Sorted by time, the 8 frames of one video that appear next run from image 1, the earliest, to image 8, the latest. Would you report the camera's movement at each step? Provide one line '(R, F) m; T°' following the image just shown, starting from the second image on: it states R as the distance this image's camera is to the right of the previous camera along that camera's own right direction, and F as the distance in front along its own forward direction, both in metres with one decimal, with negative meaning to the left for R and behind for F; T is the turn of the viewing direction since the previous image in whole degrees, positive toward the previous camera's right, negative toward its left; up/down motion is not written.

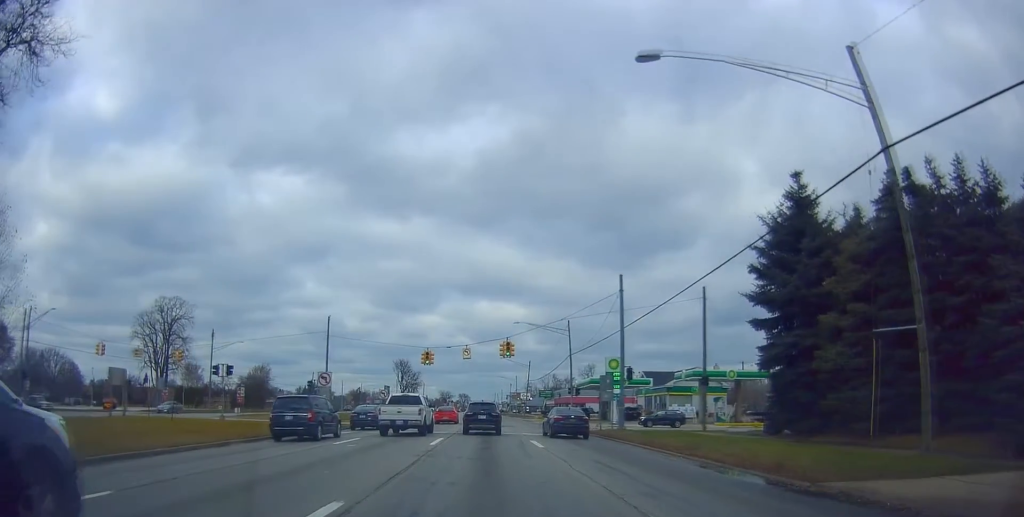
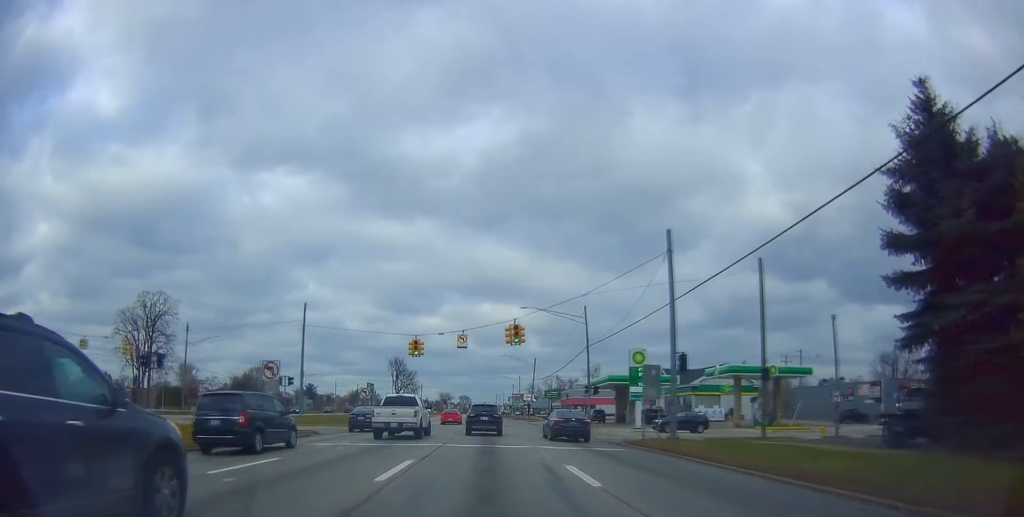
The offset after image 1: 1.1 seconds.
(-0.4, +9.8) m; 0°
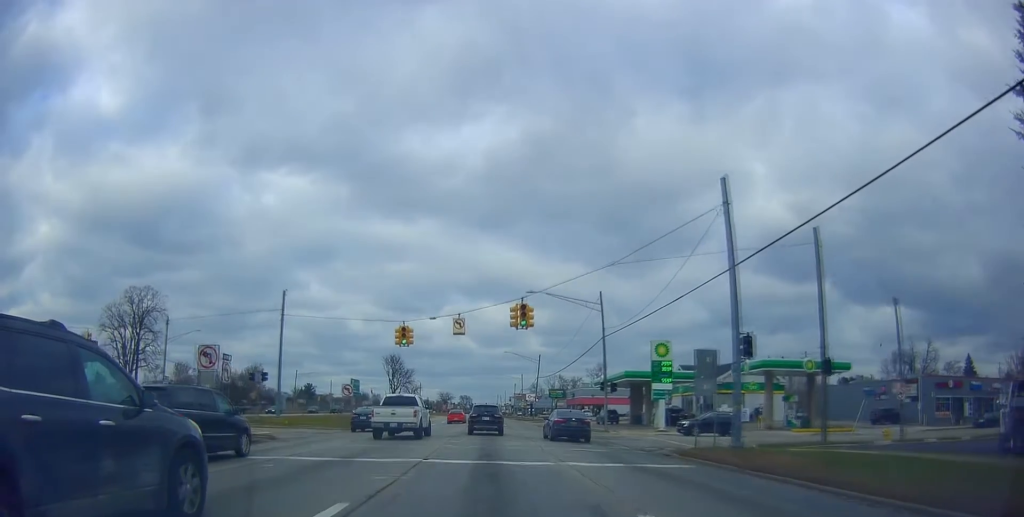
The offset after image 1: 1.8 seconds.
(+0.2, +6.6) m; +2°
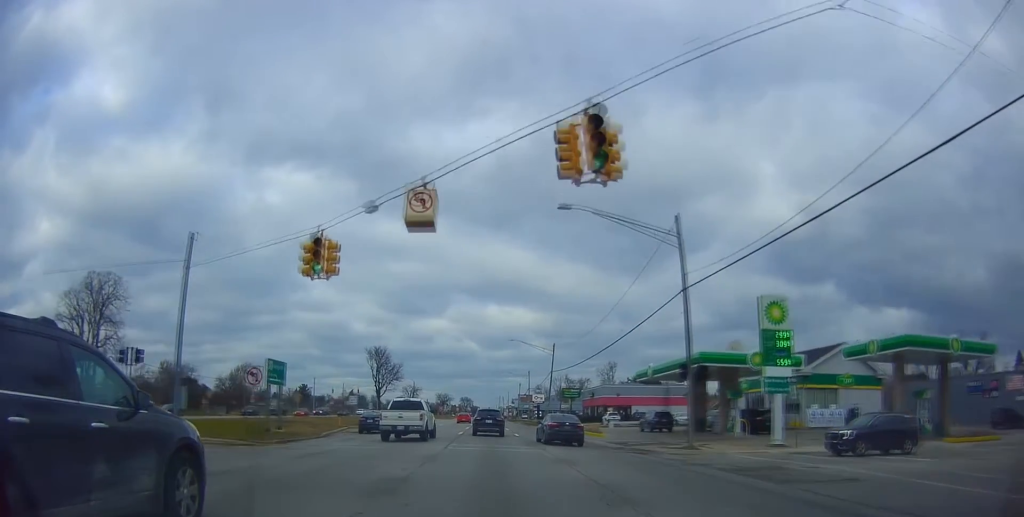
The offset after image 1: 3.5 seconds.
(+0.3, +18.0) m; +1°
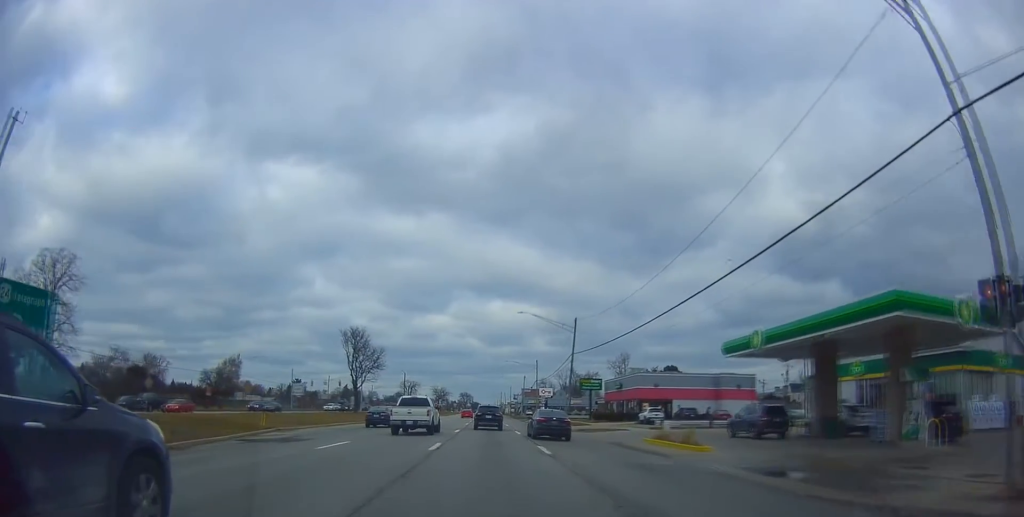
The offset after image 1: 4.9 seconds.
(0.0, +18.5) m; -2°
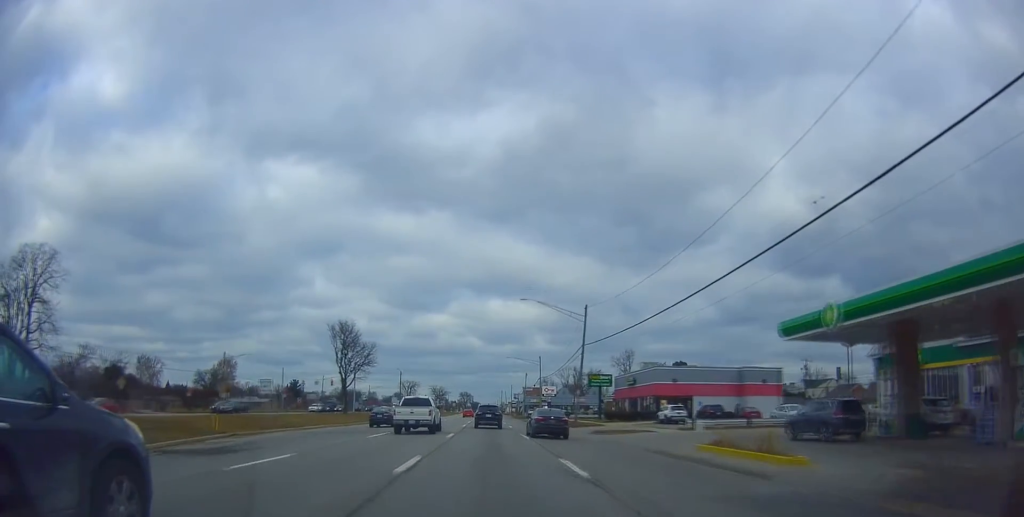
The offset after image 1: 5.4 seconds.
(-0.1, +6.6) m; -1°
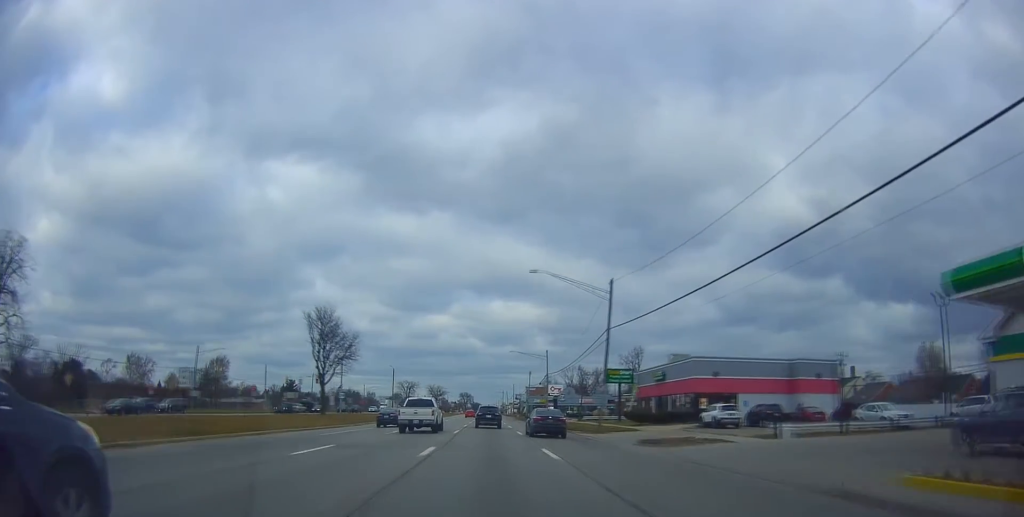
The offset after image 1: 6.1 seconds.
(-0.6, +10.8) m; 0°
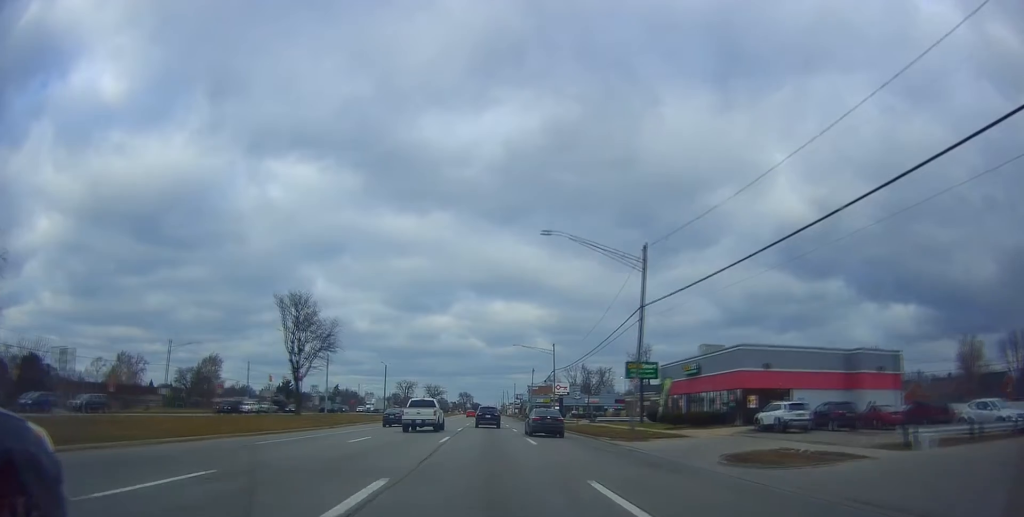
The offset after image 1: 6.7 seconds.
(+0.4, +9.4) m; +1°
